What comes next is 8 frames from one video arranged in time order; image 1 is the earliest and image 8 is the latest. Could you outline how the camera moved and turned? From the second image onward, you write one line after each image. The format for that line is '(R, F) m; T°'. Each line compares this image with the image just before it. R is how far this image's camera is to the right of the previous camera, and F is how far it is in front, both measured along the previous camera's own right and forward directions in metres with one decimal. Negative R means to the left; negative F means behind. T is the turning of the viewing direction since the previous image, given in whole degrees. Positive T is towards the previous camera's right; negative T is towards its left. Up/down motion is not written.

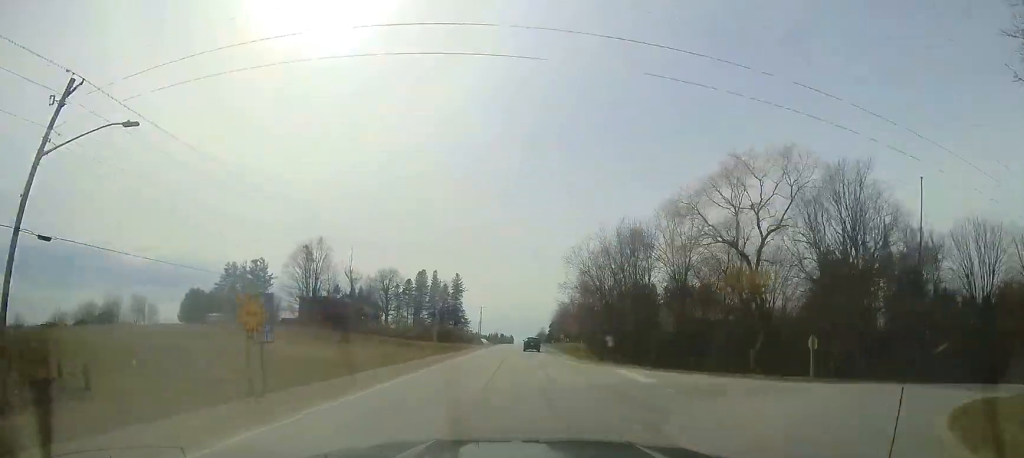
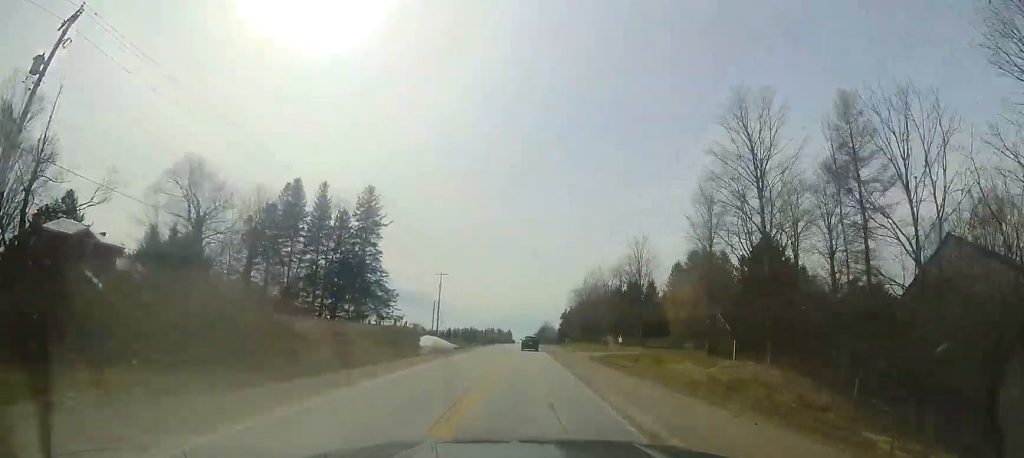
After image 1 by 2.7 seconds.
(0.0, +64.0) m; -1°
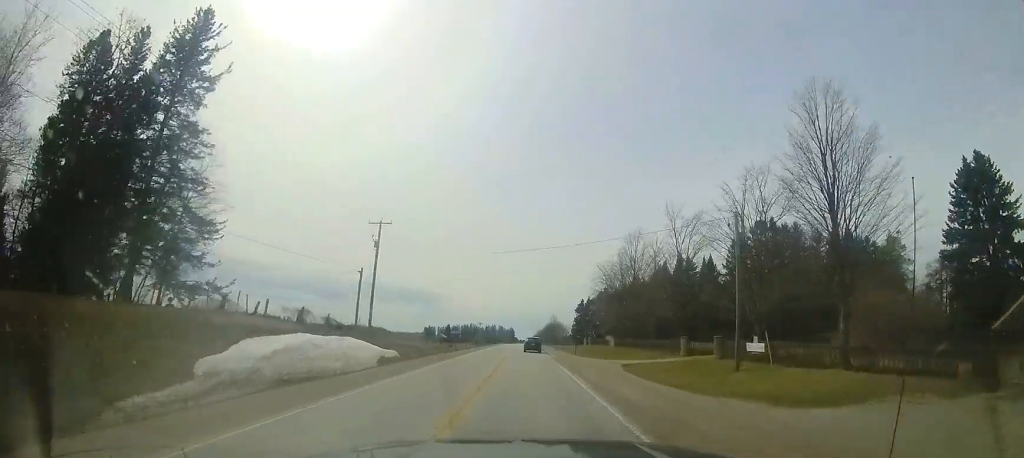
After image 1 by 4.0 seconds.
(-0.5, +31.2) m; -2°
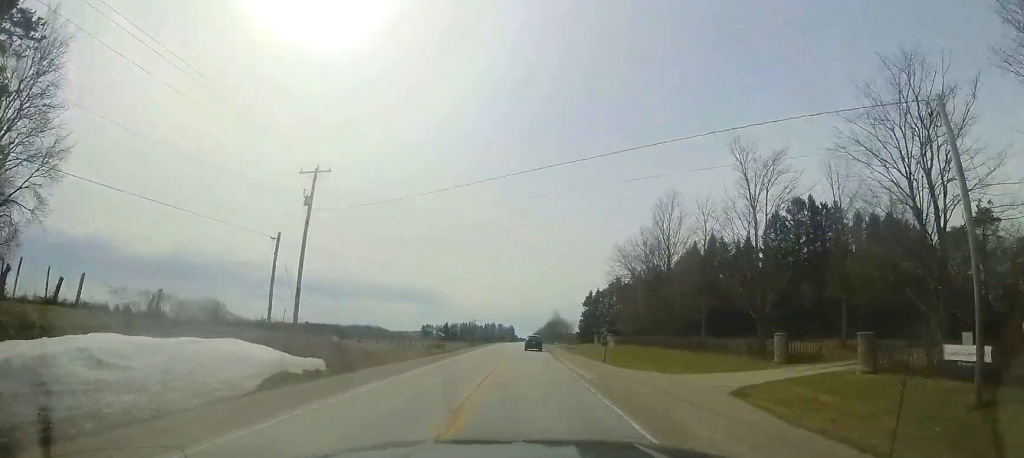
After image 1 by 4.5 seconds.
(-0.1, +12.8) m; 0°
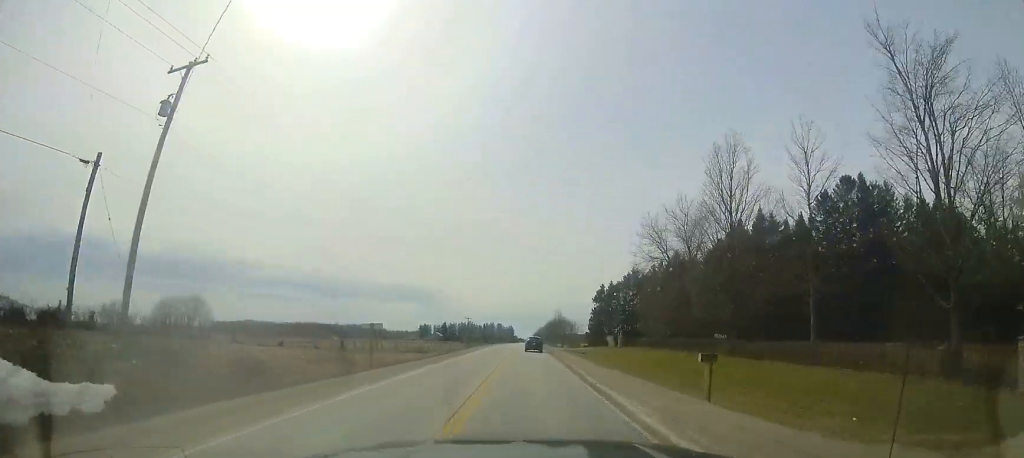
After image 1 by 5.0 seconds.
(-0.1, +12.8) m; +1°
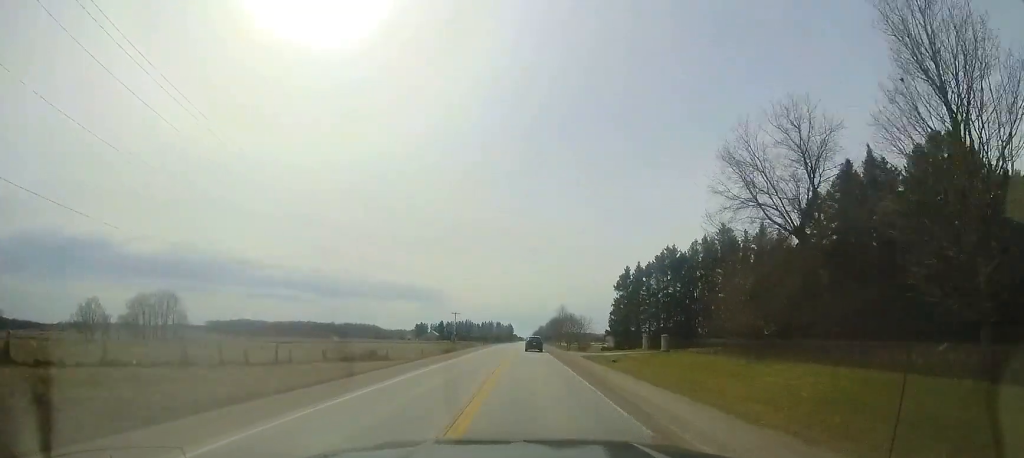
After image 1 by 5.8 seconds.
(+0.2, +17.6) m; 0°
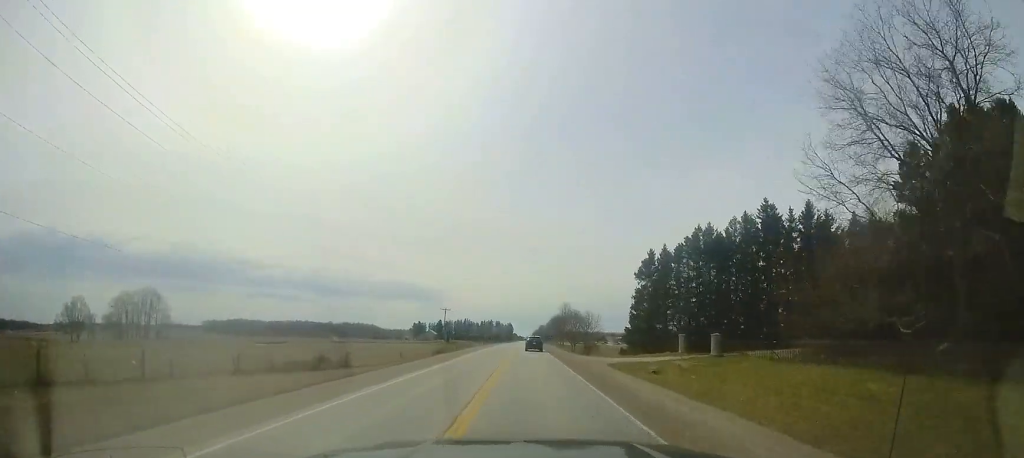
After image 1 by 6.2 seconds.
(+0.2, +10.4) m; 0°
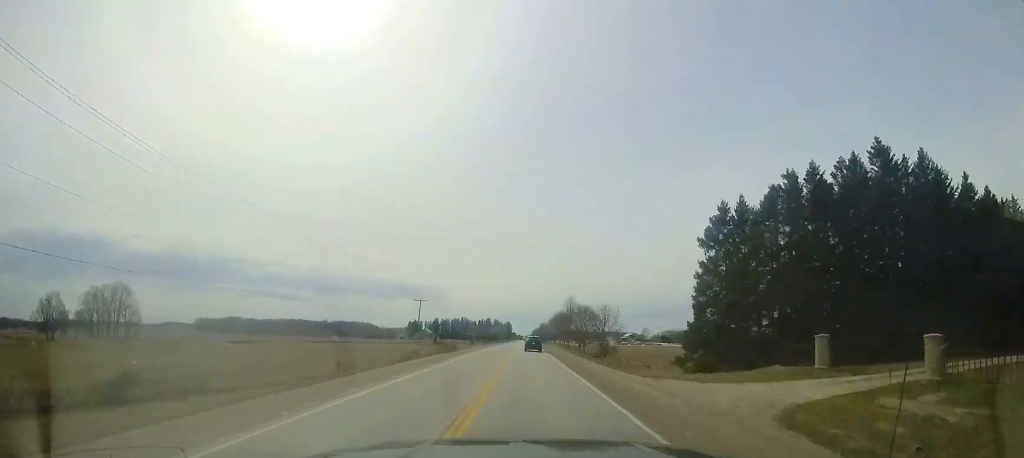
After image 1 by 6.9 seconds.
(-0.3, +16.9) m; 0°
